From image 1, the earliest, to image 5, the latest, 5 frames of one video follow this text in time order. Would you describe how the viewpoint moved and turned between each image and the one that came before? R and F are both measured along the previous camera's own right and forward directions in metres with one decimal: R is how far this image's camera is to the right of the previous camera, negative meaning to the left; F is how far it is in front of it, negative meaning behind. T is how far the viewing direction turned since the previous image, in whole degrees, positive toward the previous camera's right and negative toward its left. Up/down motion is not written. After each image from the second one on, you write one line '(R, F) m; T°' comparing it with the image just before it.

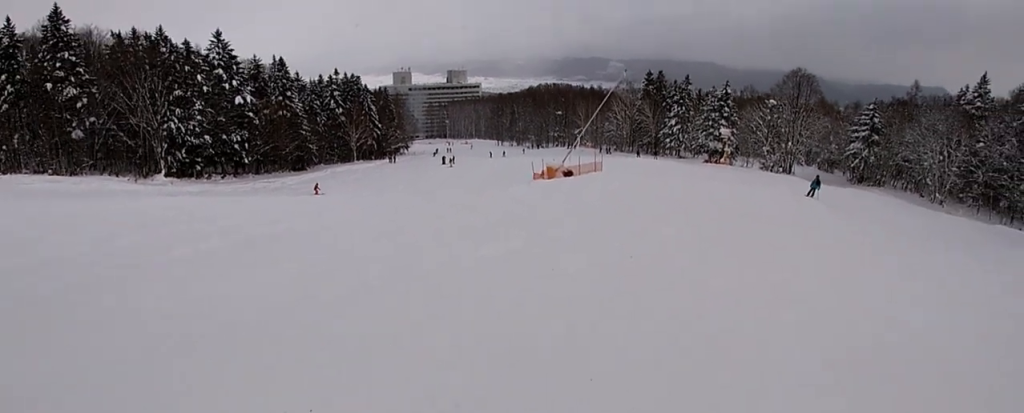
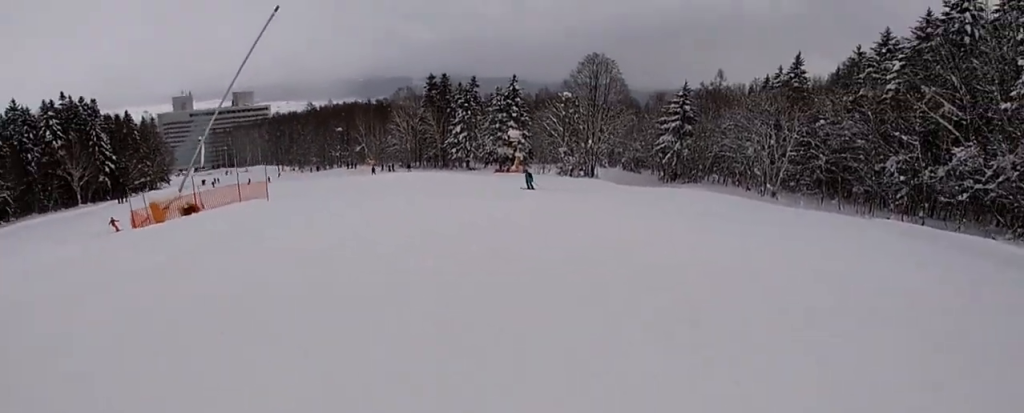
(+4.5, +17.2) m; +9°
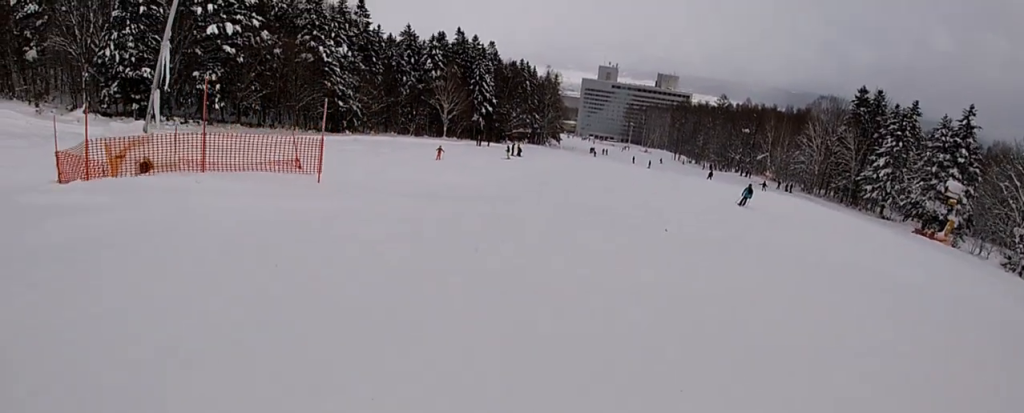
(-7.2, +15.2) m; -32°
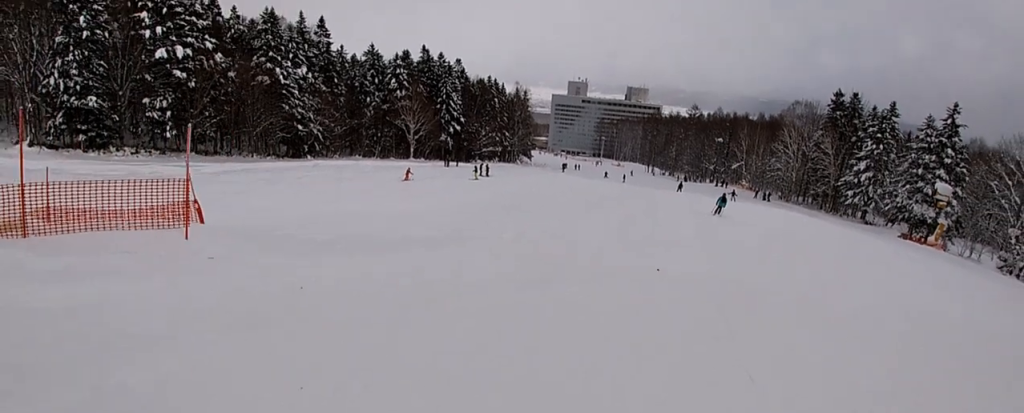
(+0.8, +3.5) m; +6°
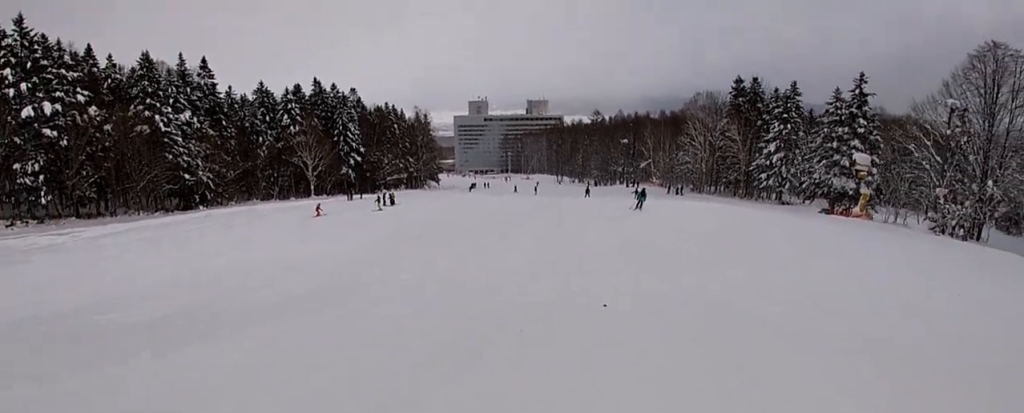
(+0.4, +3.7) m; +6°
